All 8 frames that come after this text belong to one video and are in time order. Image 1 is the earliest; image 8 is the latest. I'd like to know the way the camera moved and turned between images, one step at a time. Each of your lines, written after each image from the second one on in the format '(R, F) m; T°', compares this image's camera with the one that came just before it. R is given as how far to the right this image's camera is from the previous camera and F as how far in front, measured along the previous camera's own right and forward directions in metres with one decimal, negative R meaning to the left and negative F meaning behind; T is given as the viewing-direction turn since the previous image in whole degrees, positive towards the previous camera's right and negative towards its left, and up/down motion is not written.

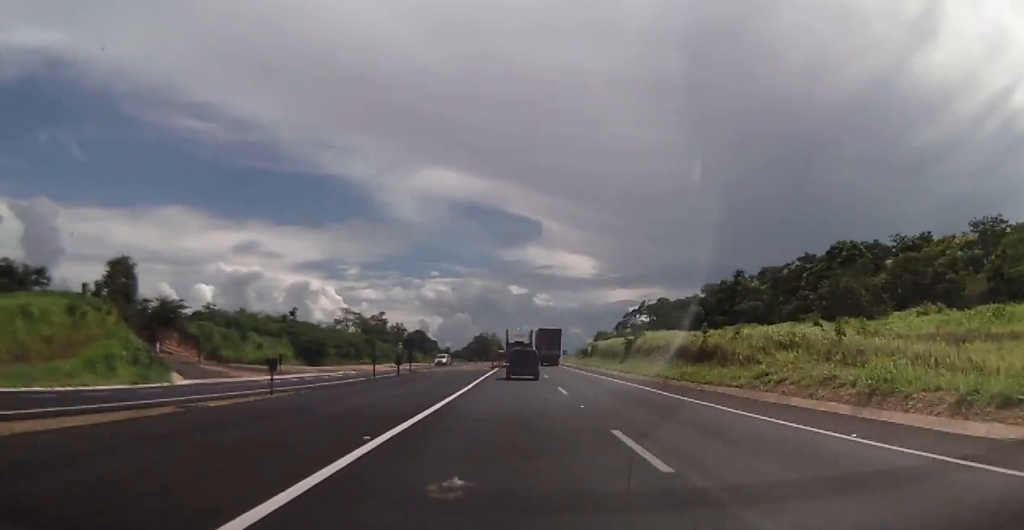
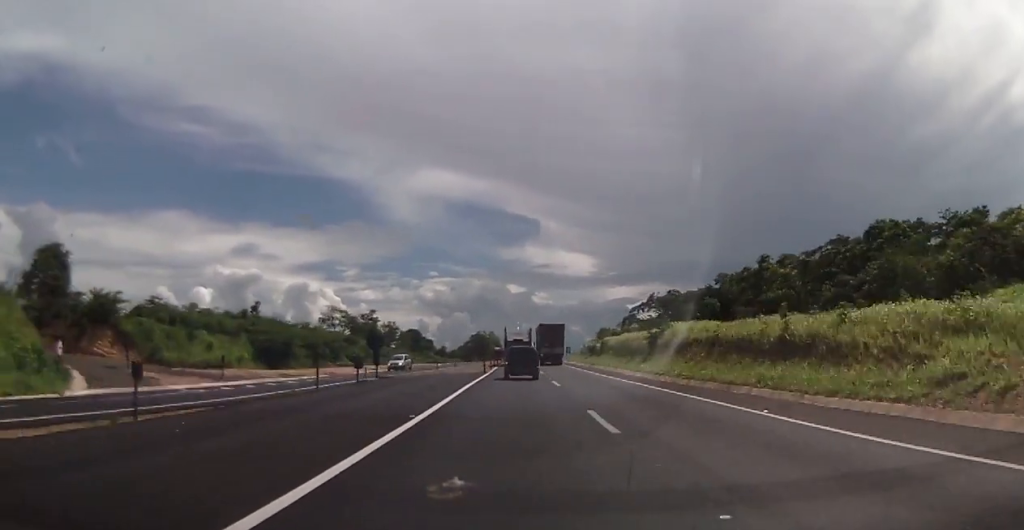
(+0.2, +12.8) m; 0°
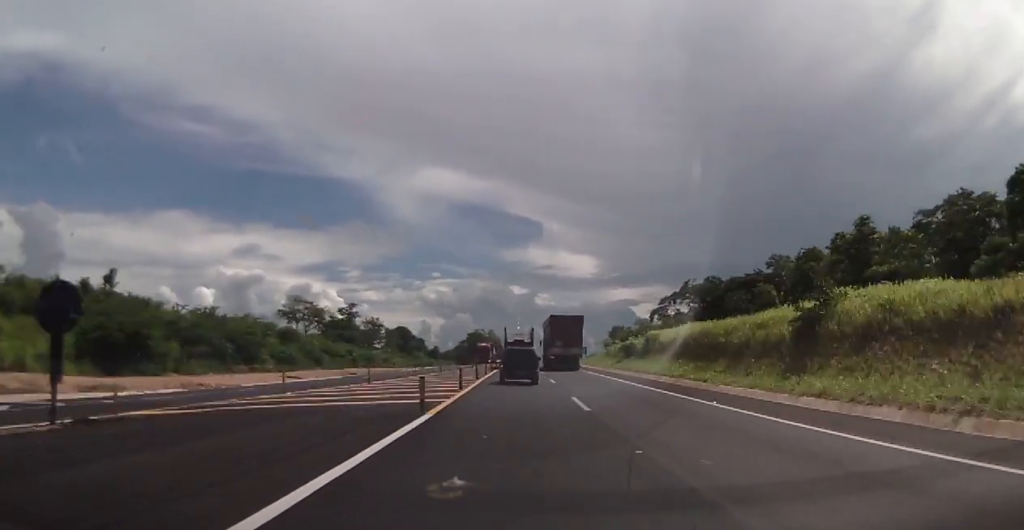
(-0.3, +30.5) m; 0°
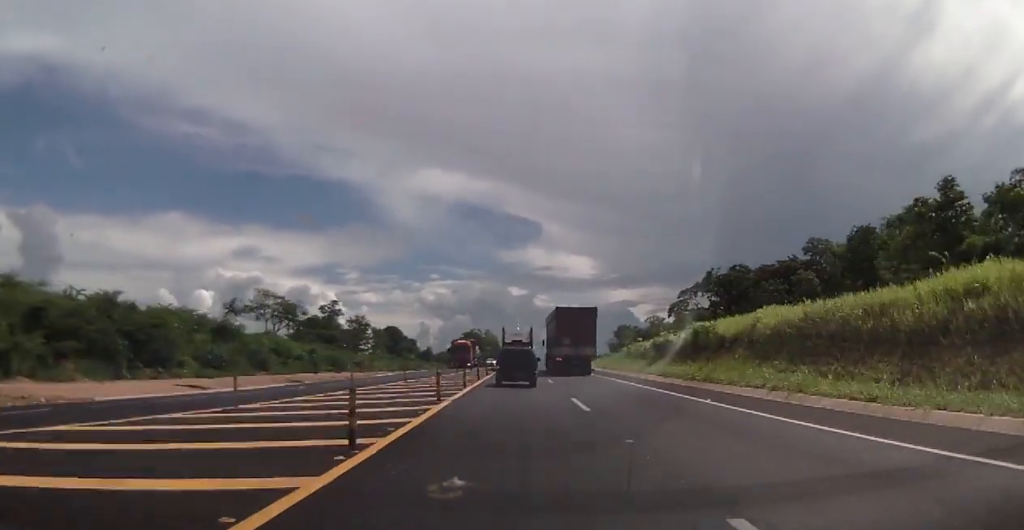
(+0.2, +16.6) m; 0°
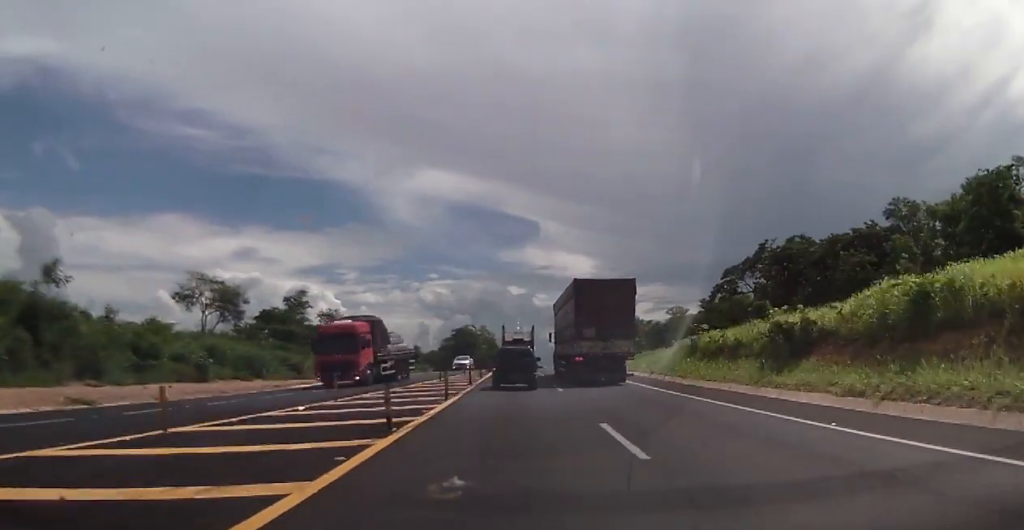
(-0.1, +25.7) m; 0°
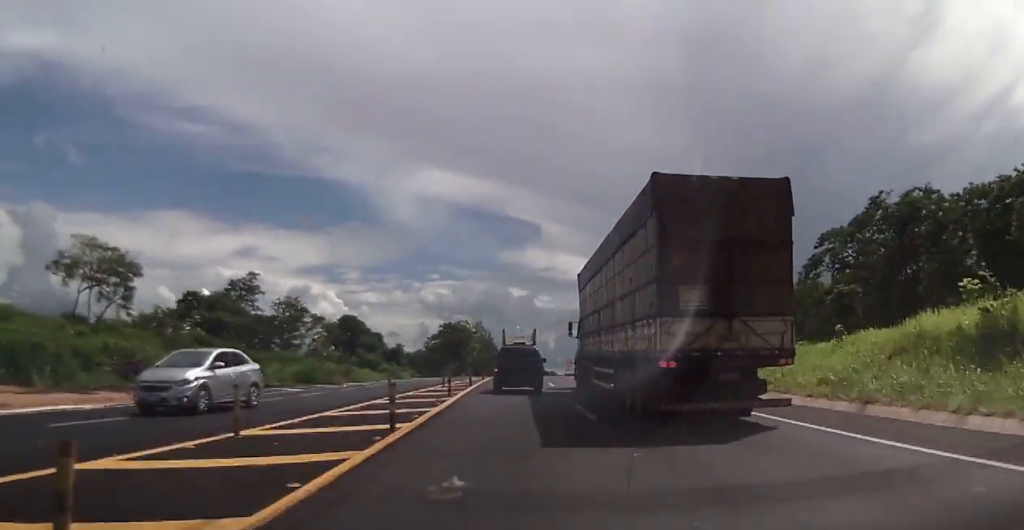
(+0.3, +29.0) m; 0°
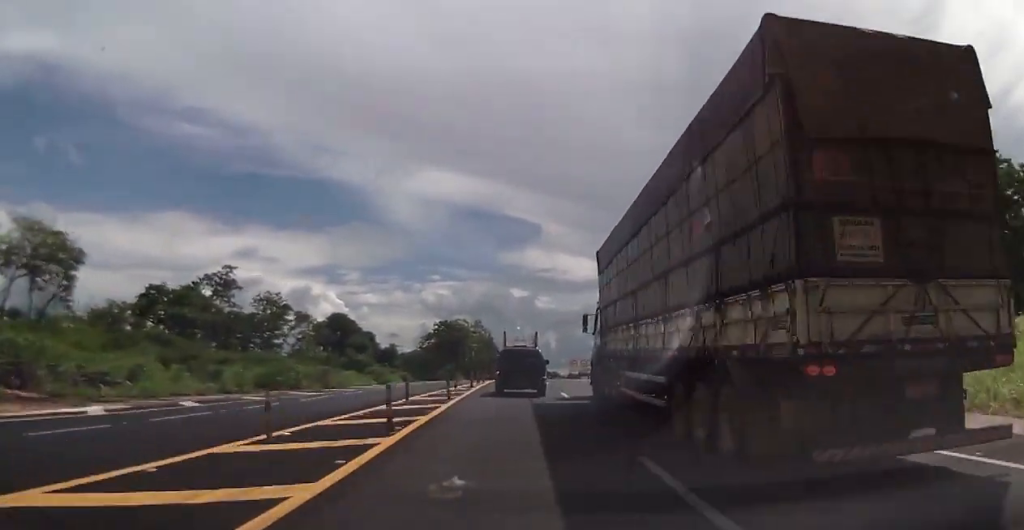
(+0.1, +10.5) m; 0°
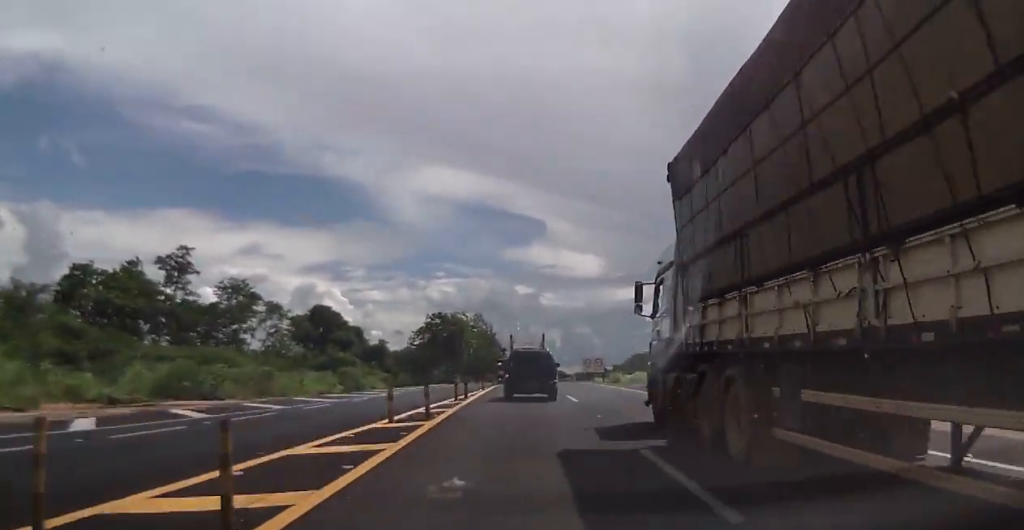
(-0.6, +16.6) m; 0°
